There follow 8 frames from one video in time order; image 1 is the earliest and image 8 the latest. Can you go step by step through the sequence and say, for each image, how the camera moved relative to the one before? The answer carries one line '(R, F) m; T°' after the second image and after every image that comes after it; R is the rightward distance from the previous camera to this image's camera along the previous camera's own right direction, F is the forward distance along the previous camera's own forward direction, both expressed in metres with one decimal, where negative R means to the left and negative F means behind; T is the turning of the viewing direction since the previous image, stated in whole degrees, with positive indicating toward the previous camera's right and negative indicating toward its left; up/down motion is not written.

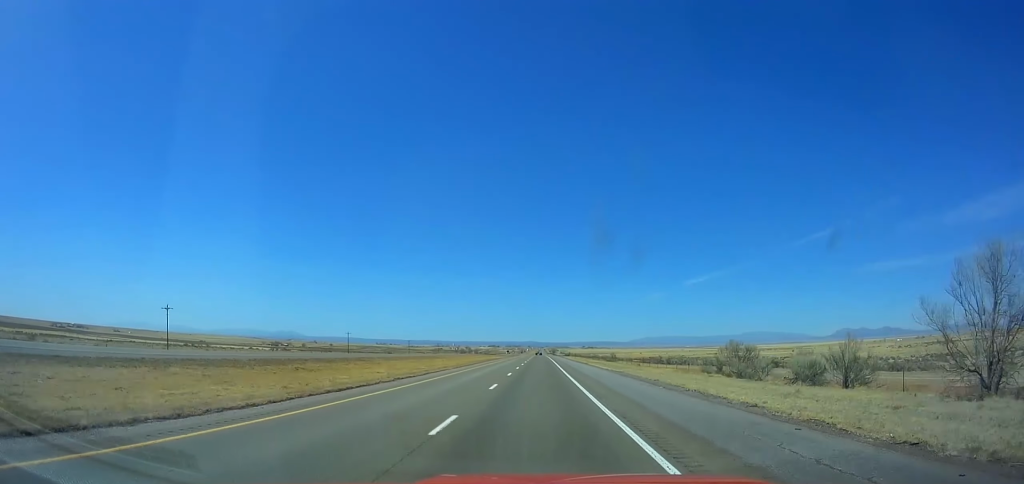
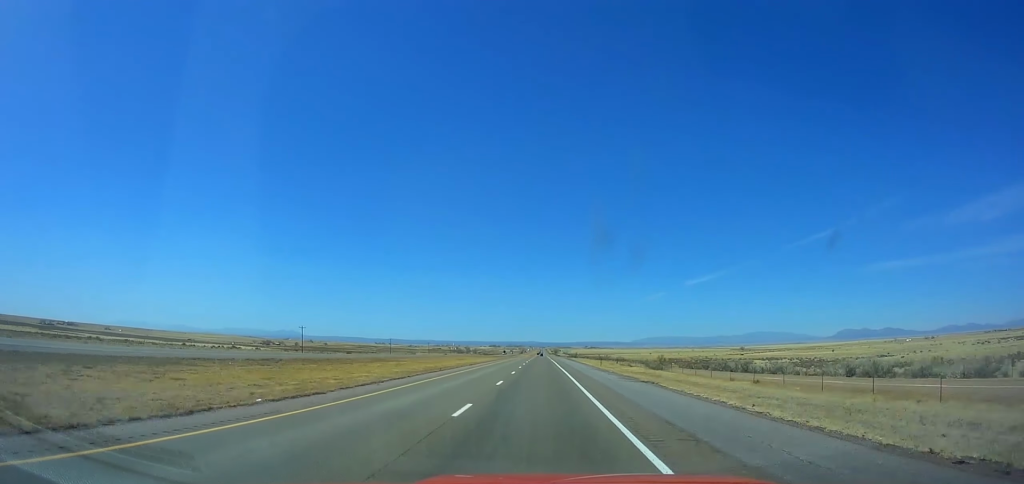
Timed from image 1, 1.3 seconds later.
(-0.3, +46.2) m; 0°
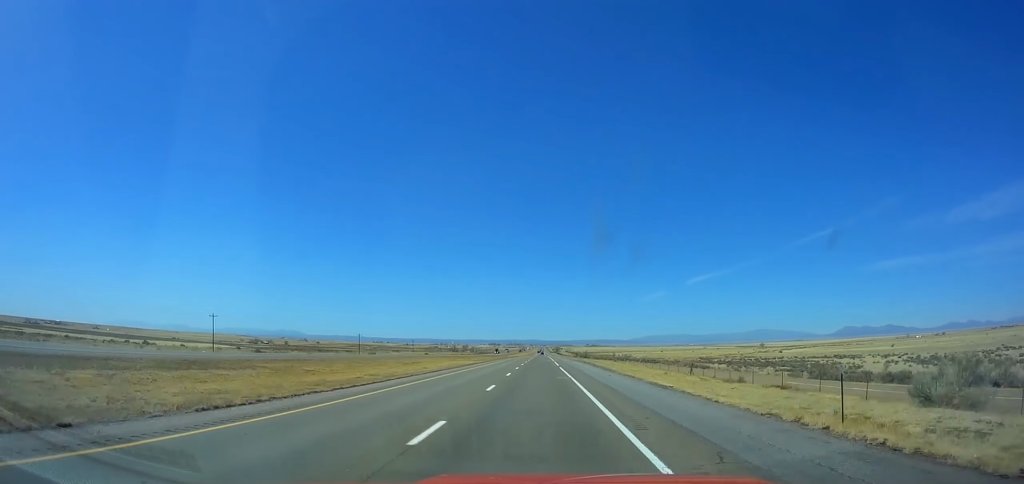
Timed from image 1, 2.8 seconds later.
(-0.2, +53.2) m; 0°
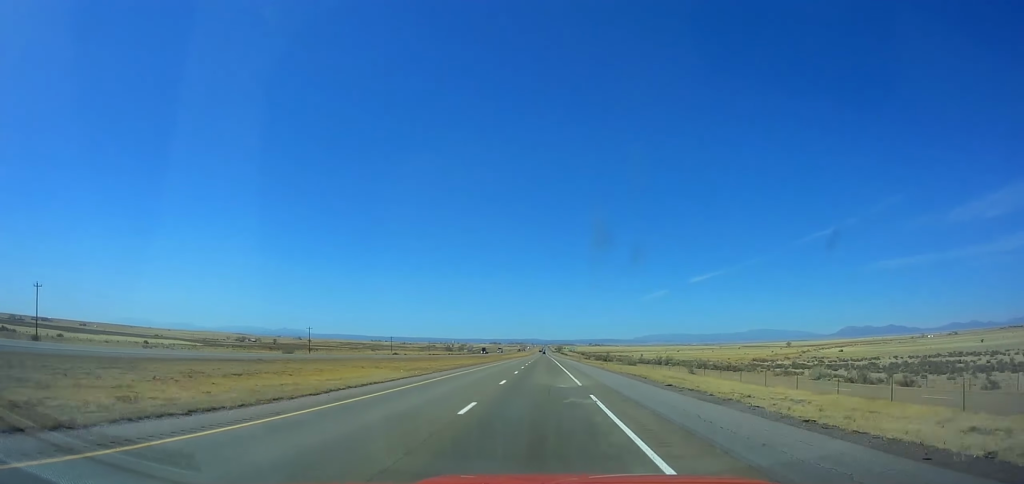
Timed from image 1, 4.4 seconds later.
(0.0, +56.8) m; 0°
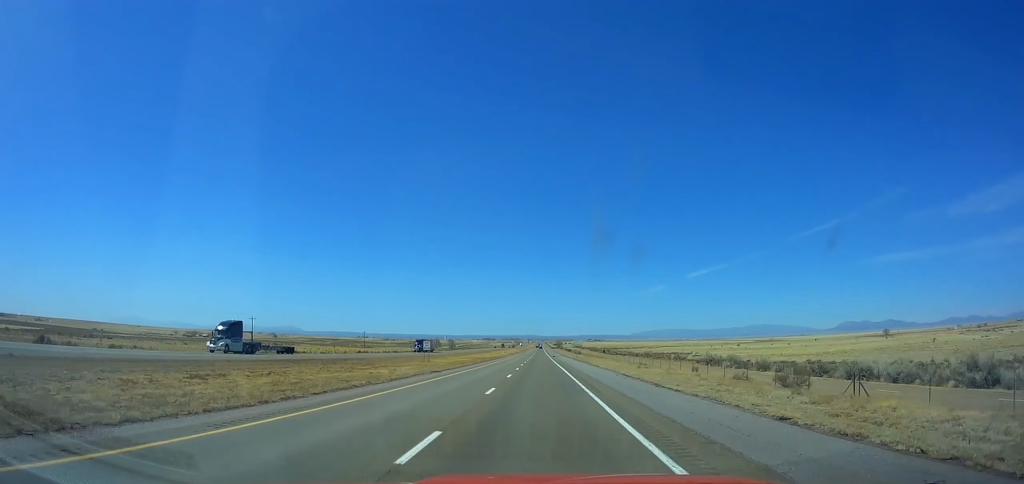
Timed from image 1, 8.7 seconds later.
(-0.1, +153.0) m; 0°
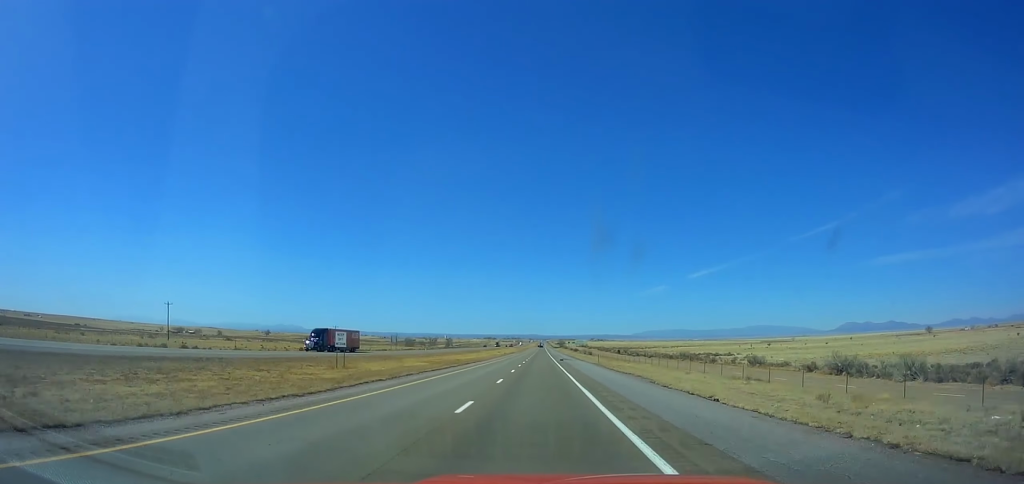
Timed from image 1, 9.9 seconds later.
(-0.4, +42.7) m; 0°
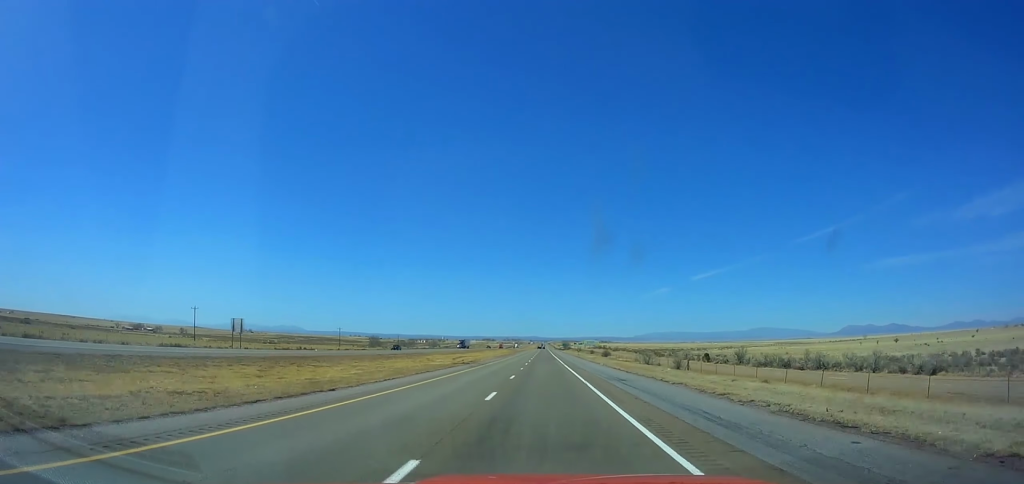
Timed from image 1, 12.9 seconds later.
(-0.1, +106.9) m; 0°
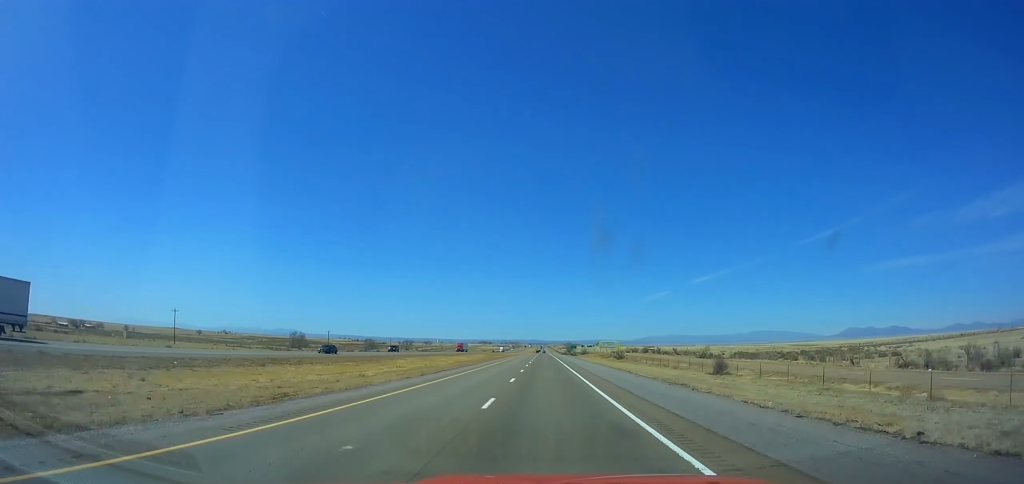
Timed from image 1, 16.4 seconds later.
(+0.6, +124.7) m; 0°
